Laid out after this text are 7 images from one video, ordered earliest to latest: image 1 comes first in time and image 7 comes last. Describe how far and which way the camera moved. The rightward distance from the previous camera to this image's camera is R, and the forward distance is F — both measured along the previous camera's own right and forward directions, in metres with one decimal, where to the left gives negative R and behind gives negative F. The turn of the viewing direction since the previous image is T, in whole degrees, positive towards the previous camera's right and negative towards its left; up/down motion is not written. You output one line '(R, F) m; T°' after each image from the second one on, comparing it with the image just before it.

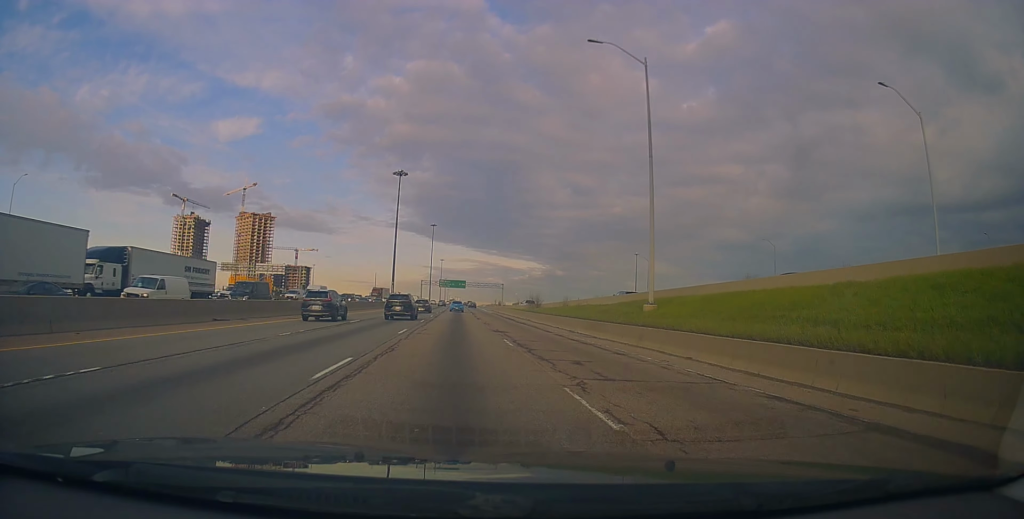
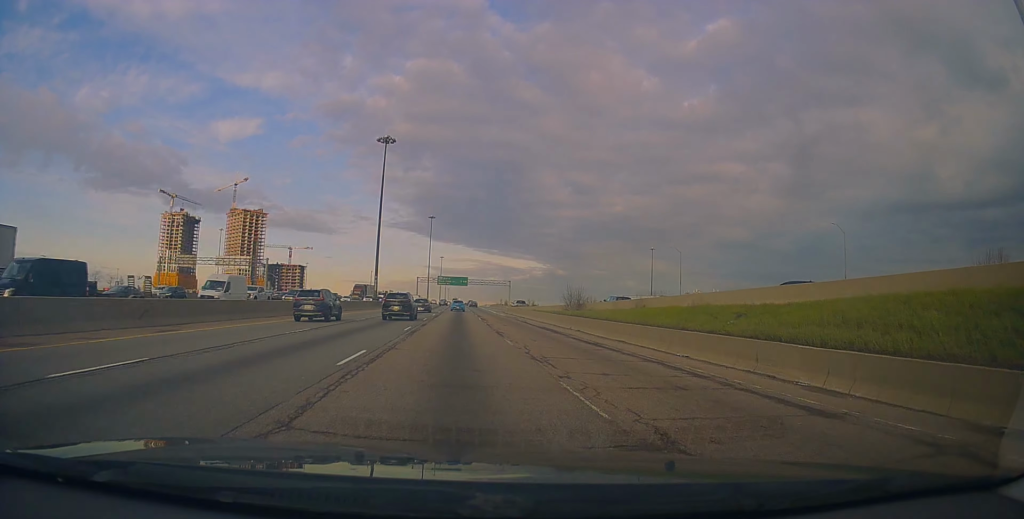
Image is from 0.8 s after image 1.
(-0.1, +23.1) m; 0°
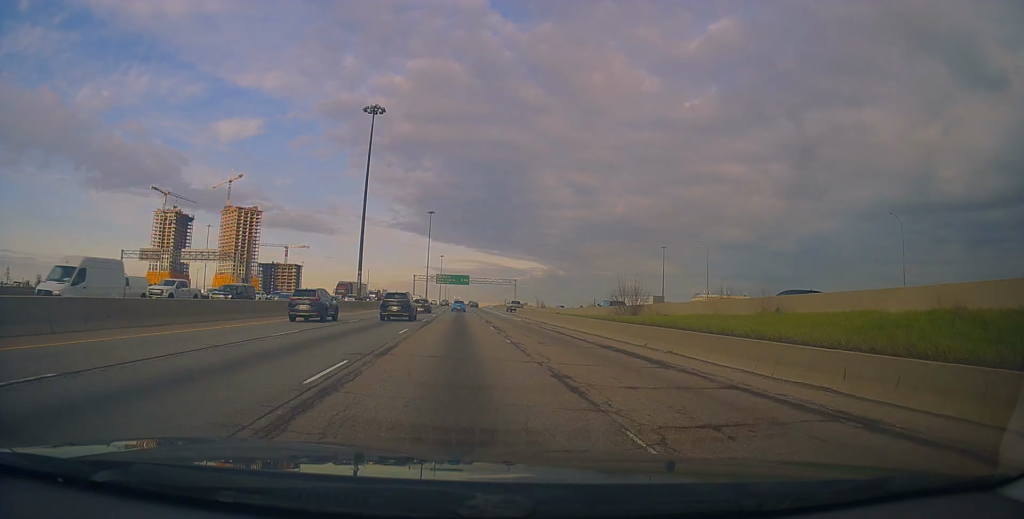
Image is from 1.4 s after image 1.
(0.0, +14.8) m; 0°
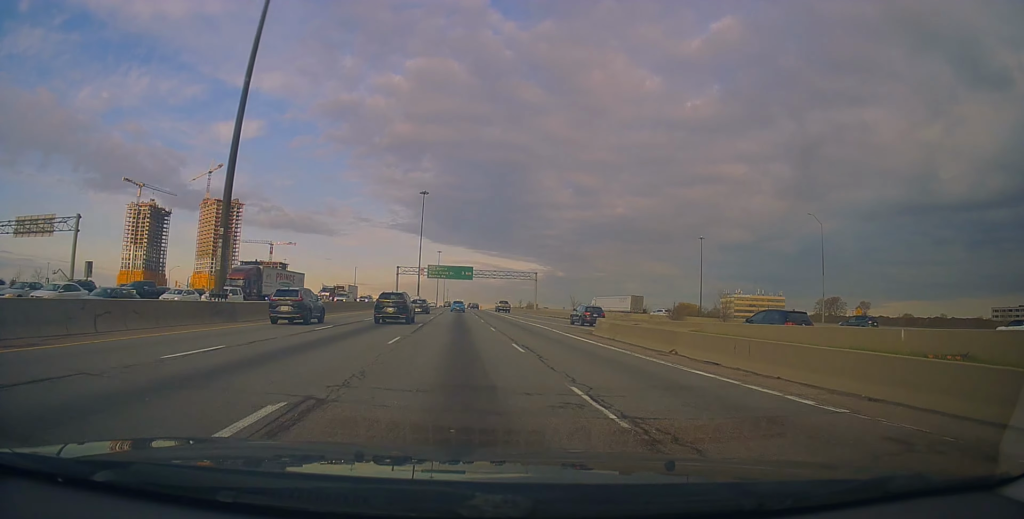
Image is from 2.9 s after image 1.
(+0.1, +42.9) m; 0°
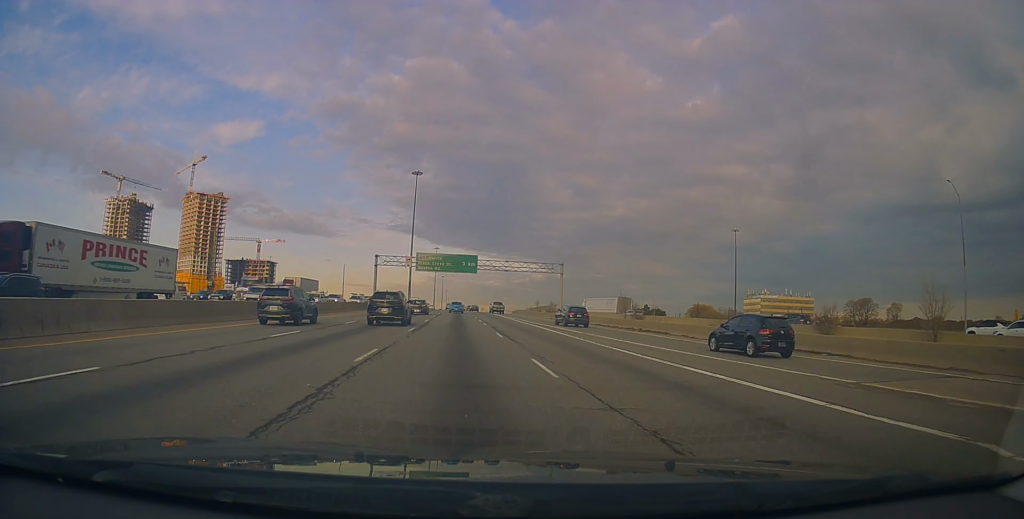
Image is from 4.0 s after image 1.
(-0.1, +28.9) m; 0°
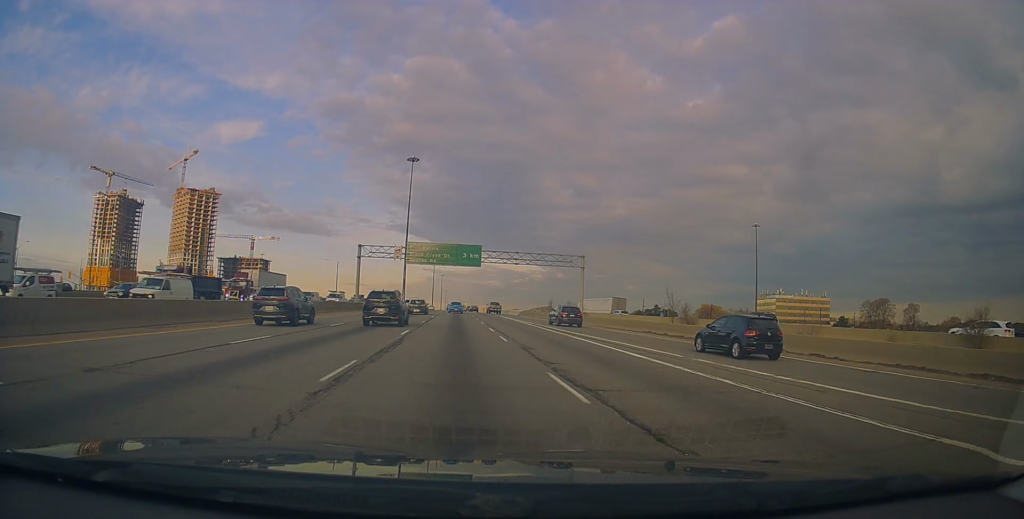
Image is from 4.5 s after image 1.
(0.0, +14.5) m; 0°
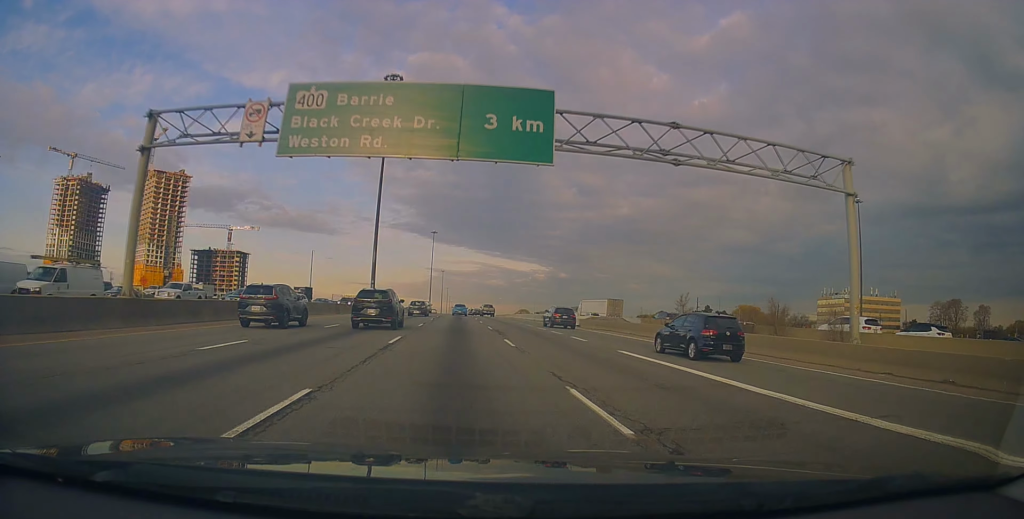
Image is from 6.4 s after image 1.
(+0.1, +51.5) m; 0°
